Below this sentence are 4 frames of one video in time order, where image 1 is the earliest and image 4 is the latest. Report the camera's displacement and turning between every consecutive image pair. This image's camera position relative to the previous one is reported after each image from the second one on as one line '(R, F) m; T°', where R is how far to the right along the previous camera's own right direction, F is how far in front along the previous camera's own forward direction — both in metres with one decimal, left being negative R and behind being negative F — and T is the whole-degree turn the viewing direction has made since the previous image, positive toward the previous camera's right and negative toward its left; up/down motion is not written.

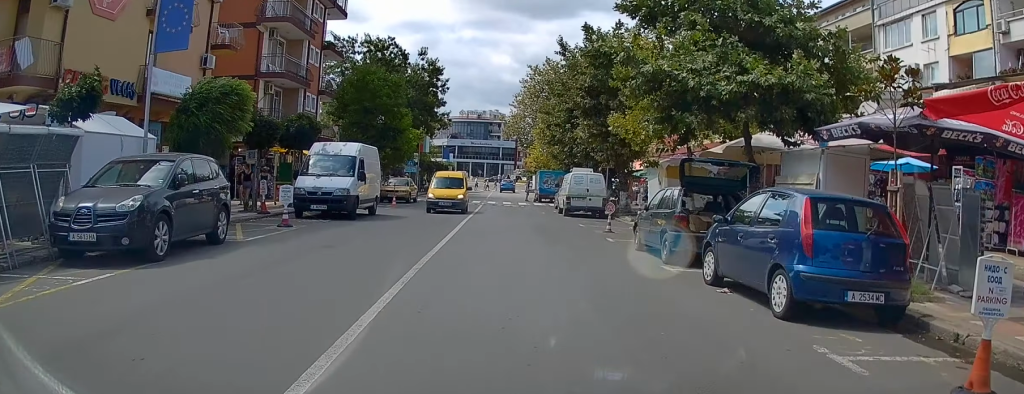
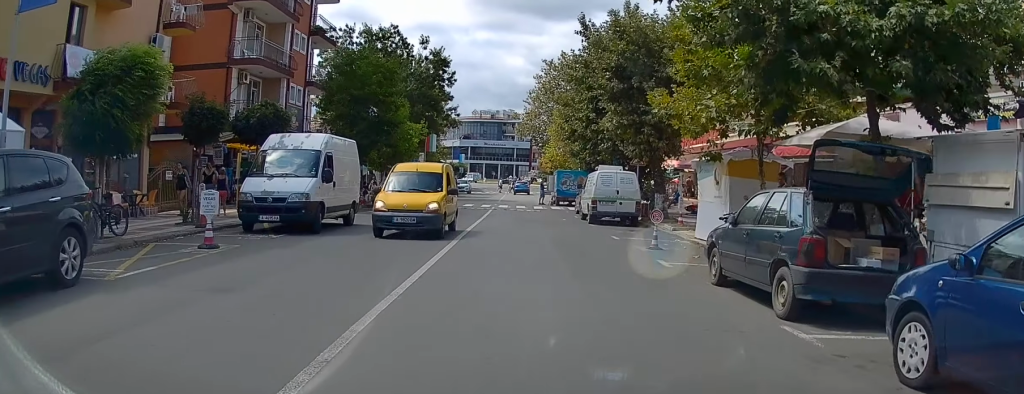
(-0.3, +5.4) m; -4°
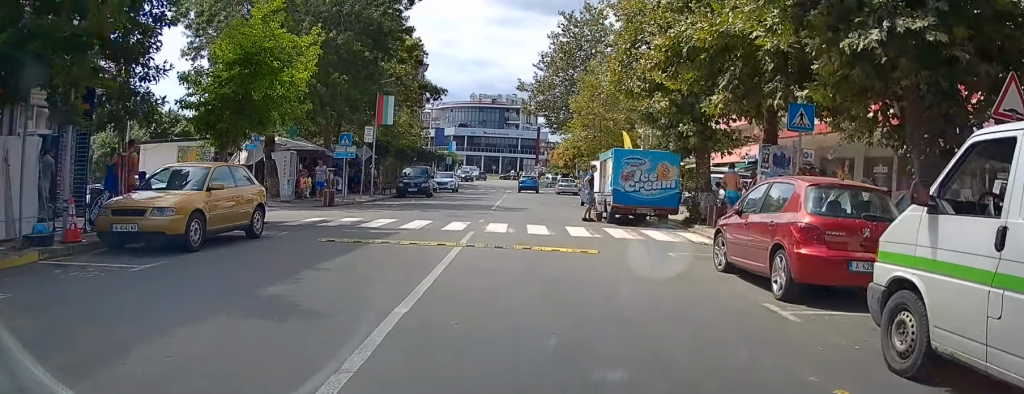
(+0.8, +22.9) m; +2°
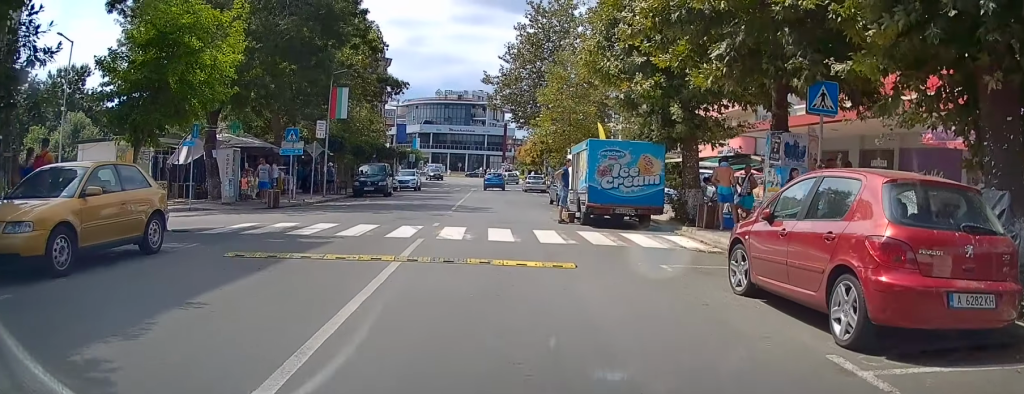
(0.0, +2.5) m; +2°
